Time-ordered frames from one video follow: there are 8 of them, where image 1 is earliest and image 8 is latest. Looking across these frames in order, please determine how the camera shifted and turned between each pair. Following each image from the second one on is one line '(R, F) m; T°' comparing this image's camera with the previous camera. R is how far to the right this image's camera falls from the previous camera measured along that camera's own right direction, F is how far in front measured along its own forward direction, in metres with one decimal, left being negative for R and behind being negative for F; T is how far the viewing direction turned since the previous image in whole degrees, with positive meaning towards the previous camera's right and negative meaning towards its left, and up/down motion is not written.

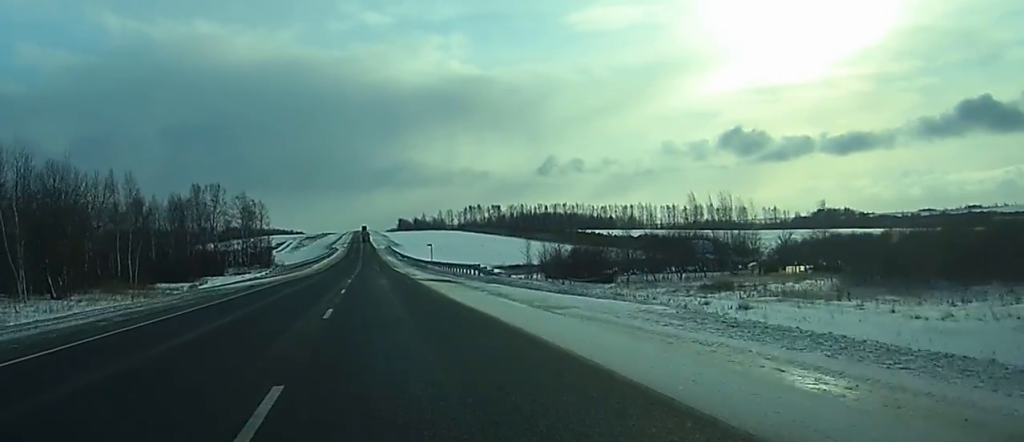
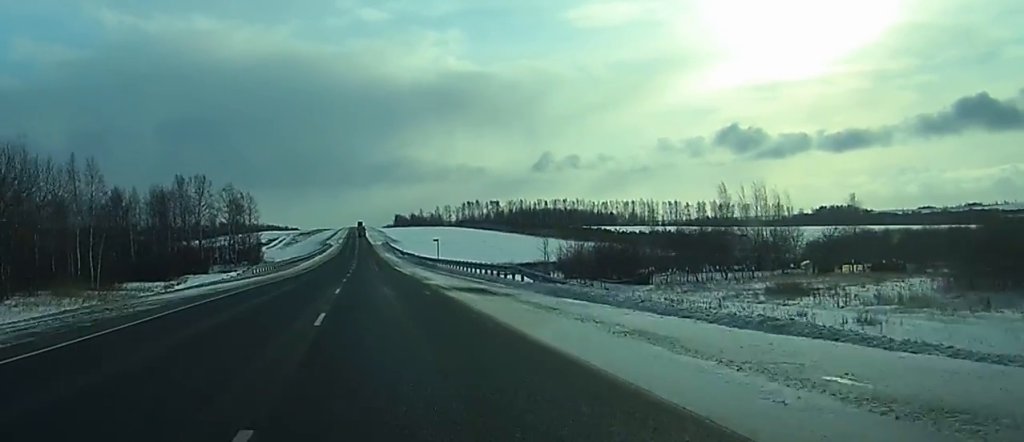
(0.0, +14.2) m; 0°
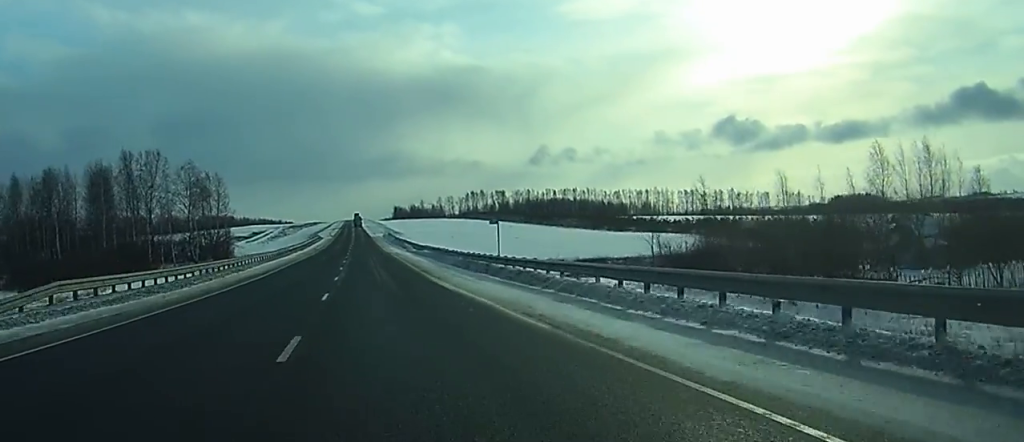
(+0.1, +41.4) m; 0°
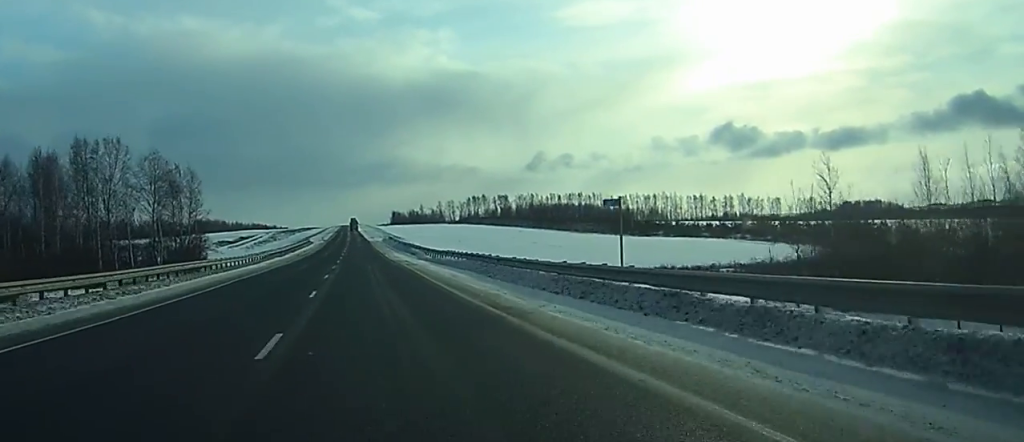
(0.0, +23.9) m; 0°
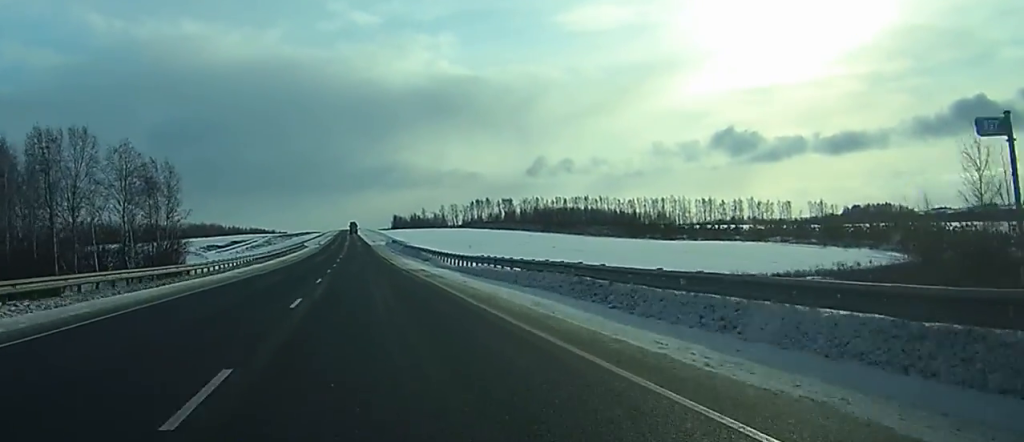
(0.0, +16.2) m; 0°
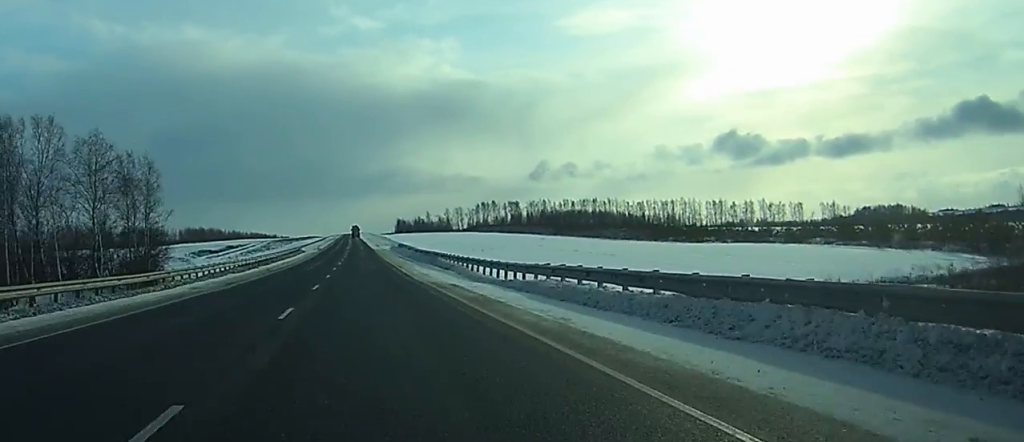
(0.0, +14.1) m; 0°
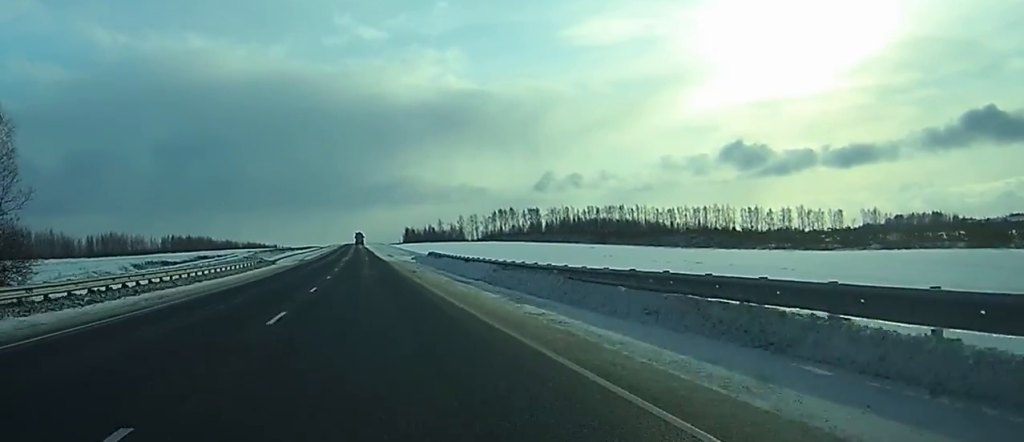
(+0.1, +49.6) m; 0°
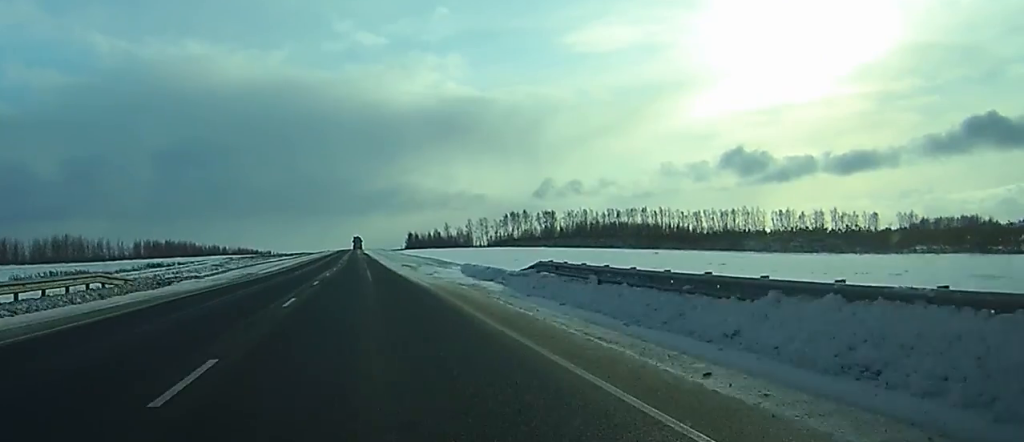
(-0.2, +44.9) m; 0°
